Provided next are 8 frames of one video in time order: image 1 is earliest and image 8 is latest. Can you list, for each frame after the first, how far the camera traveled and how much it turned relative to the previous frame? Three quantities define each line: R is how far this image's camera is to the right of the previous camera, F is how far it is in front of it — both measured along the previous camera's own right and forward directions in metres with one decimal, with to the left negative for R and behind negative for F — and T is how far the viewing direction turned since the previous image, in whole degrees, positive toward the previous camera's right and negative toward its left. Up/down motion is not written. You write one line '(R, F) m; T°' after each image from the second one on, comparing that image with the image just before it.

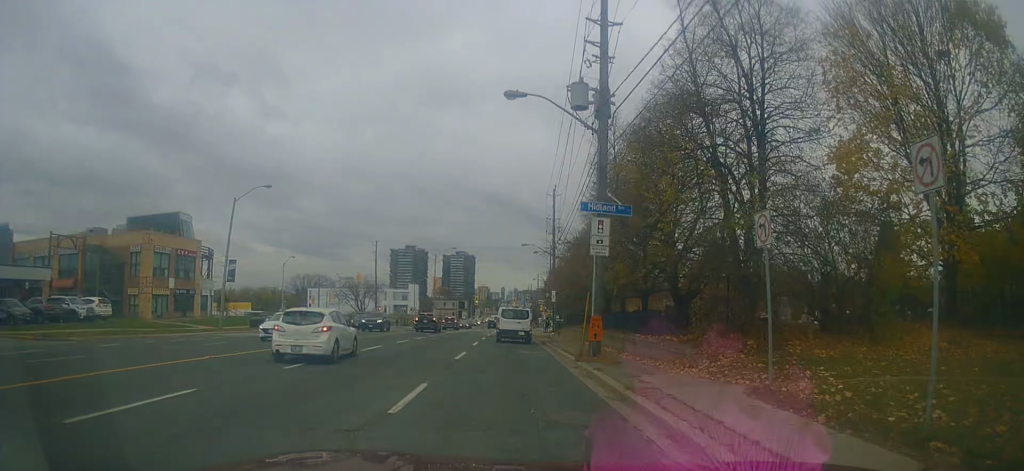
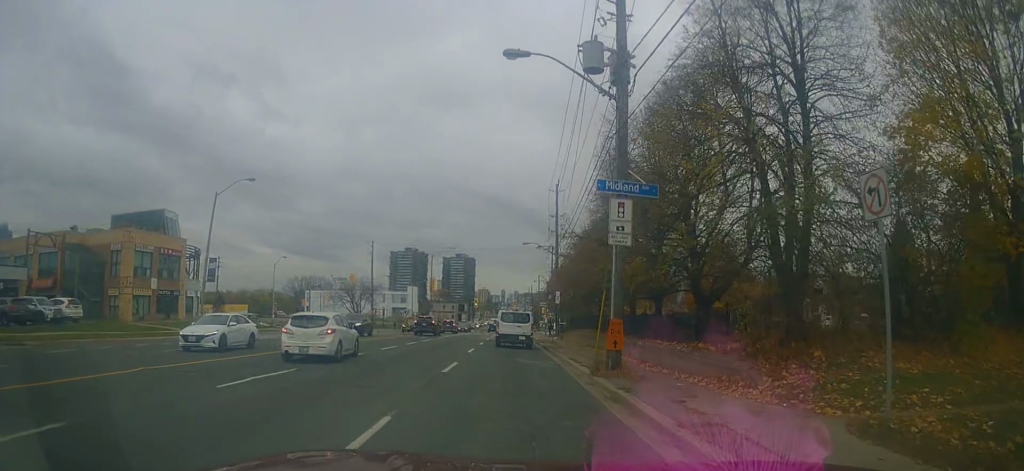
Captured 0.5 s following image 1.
(-0.1, +3.7) m; 0°
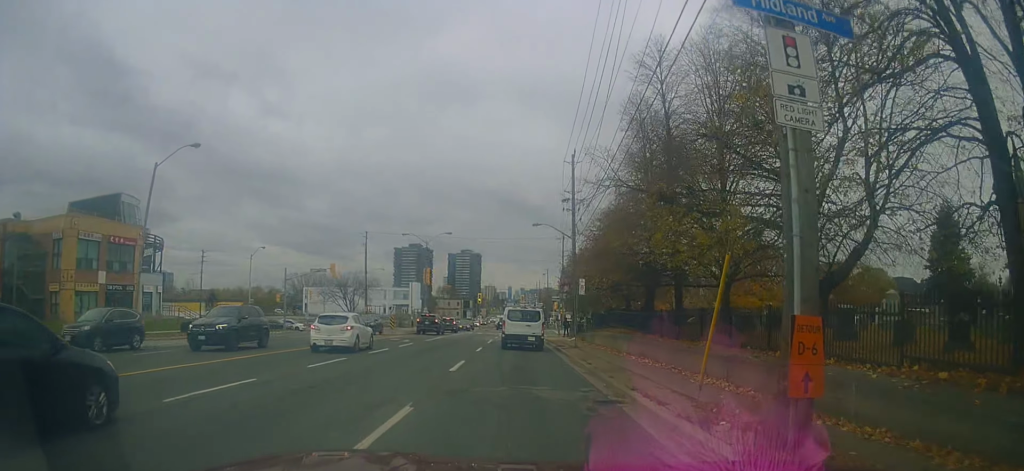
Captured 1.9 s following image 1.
(+0.4, +9.8) m; -1°
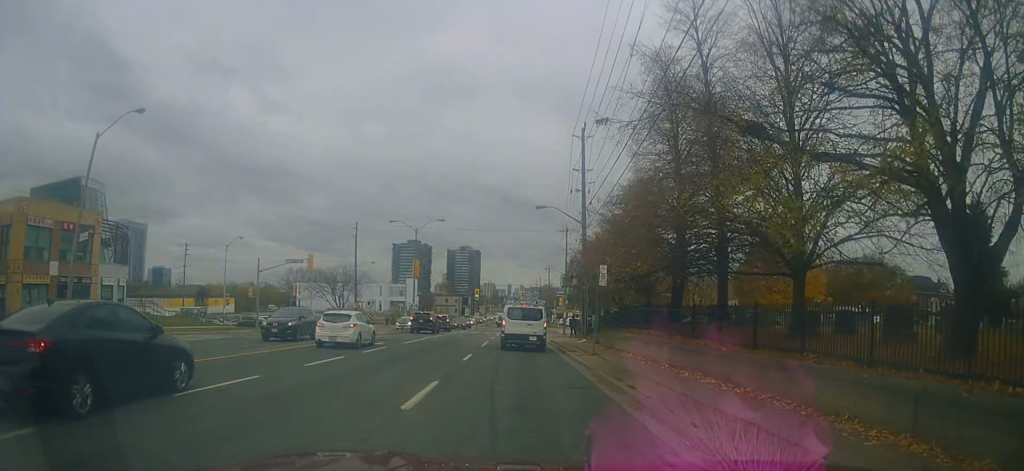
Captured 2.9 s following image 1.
(-0.3, +6.5) m; +1°
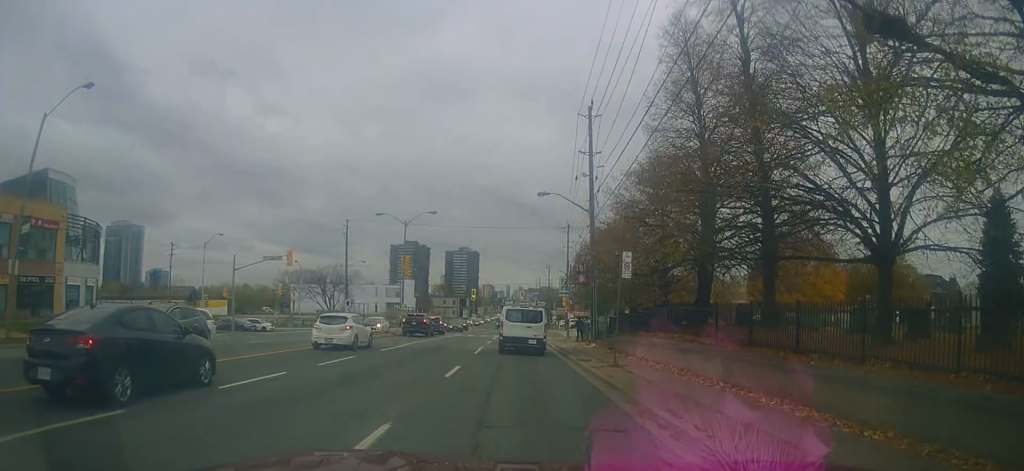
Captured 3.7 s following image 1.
(+0.2, +4.7) m; +2°
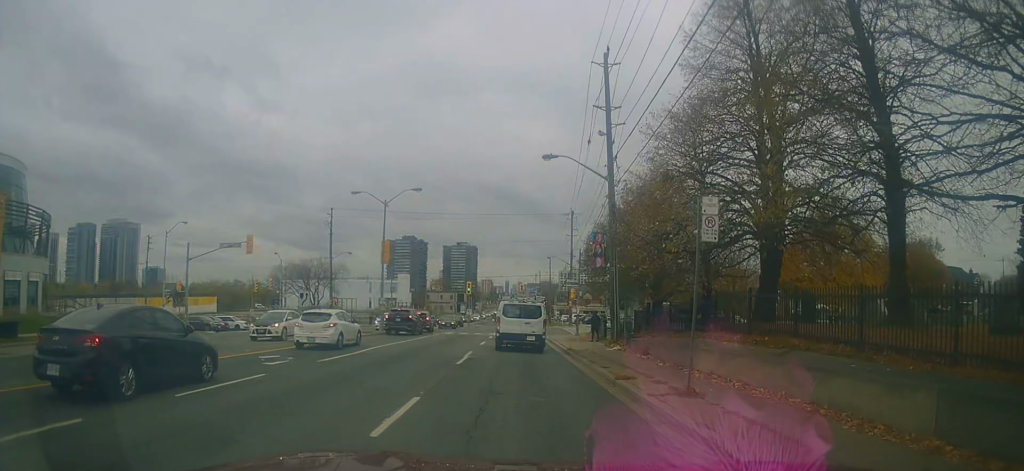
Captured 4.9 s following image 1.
(0.0, +7.4) m; -5°
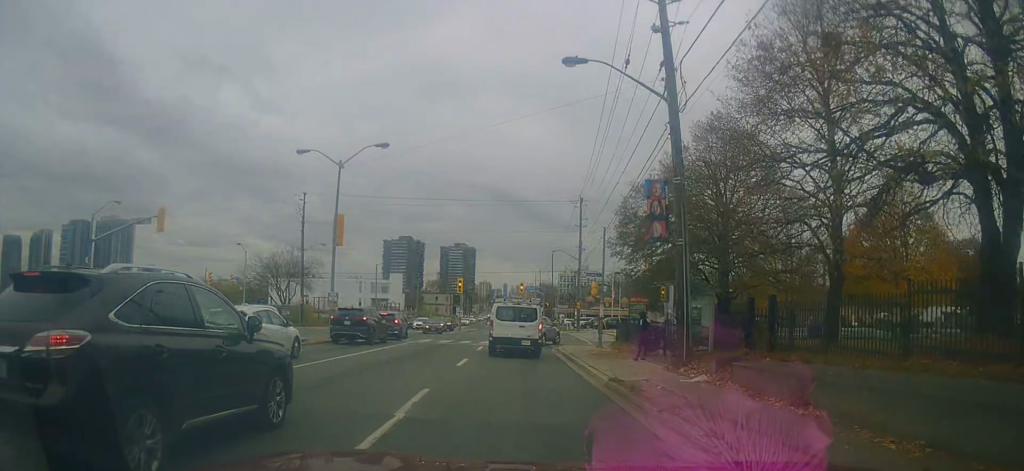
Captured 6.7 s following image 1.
(-0.2, +10.6) m; +3°
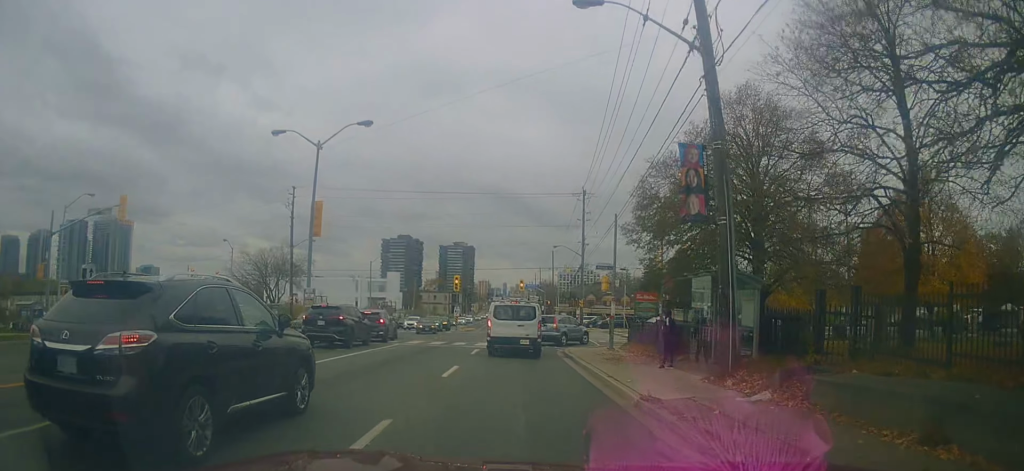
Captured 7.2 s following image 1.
(+0.1, +3.1) m; +2°
